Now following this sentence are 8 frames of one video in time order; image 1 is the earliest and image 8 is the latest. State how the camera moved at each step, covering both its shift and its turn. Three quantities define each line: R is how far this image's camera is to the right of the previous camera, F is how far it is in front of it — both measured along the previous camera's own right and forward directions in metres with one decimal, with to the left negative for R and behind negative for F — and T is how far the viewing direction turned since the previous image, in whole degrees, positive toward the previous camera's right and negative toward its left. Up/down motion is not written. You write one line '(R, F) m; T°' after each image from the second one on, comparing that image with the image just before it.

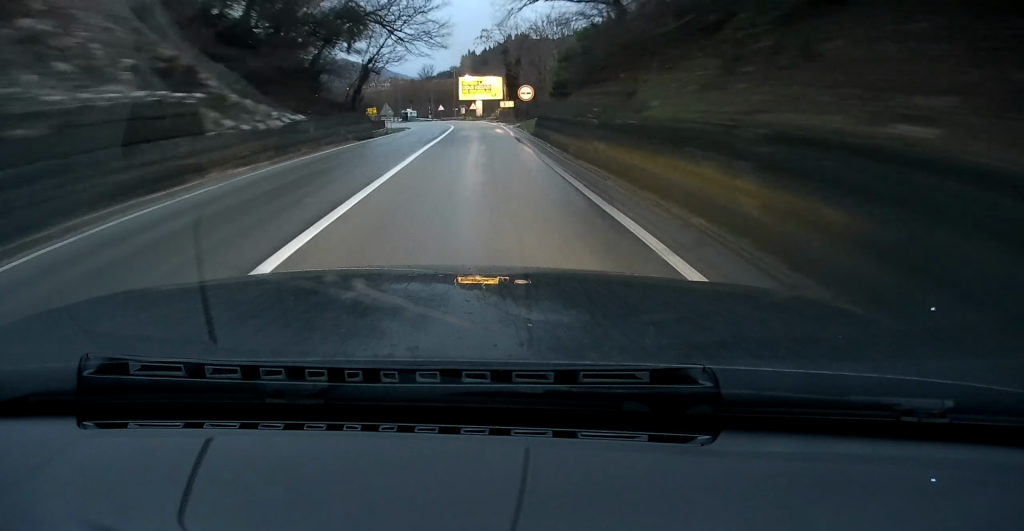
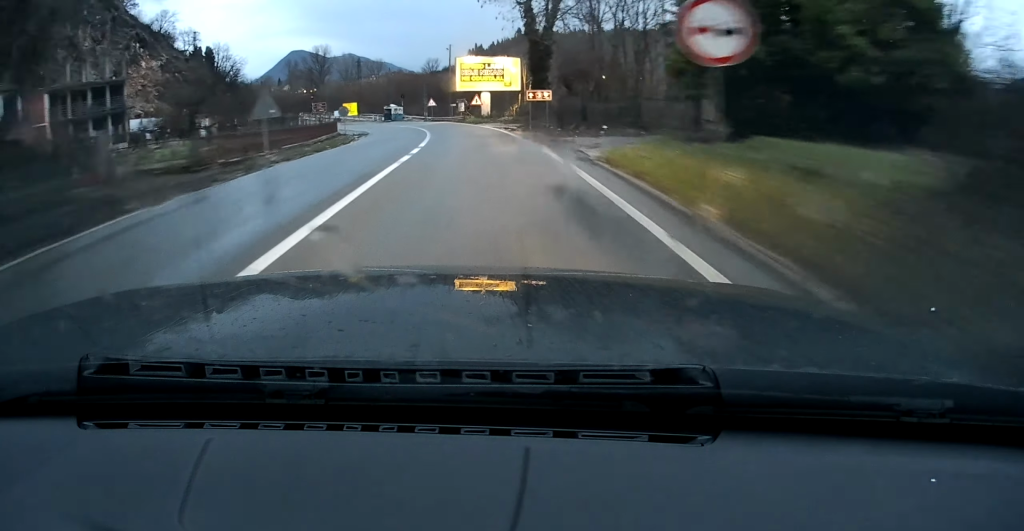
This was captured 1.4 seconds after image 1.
(+0.7, +30.2) m; -1°
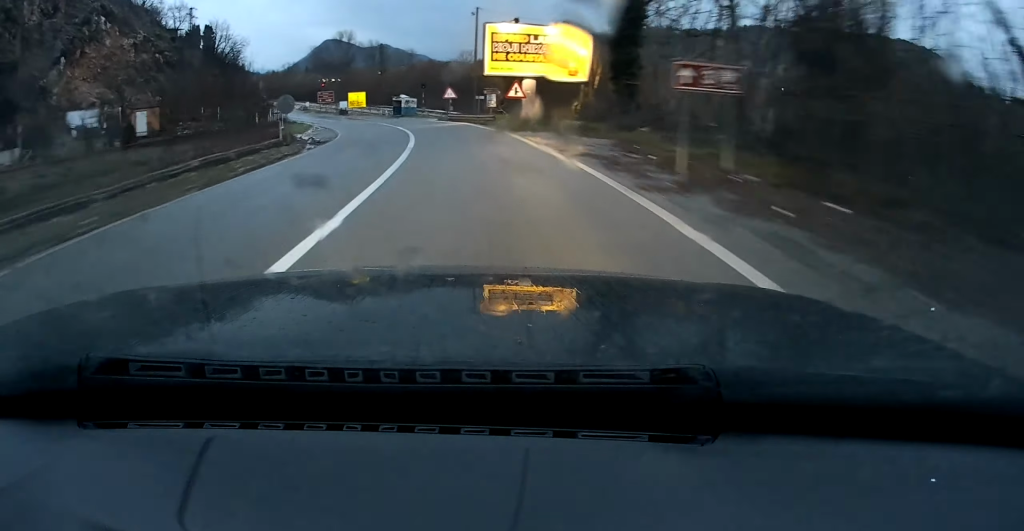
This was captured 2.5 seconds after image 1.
(-1.0, +22.8) m; -5°
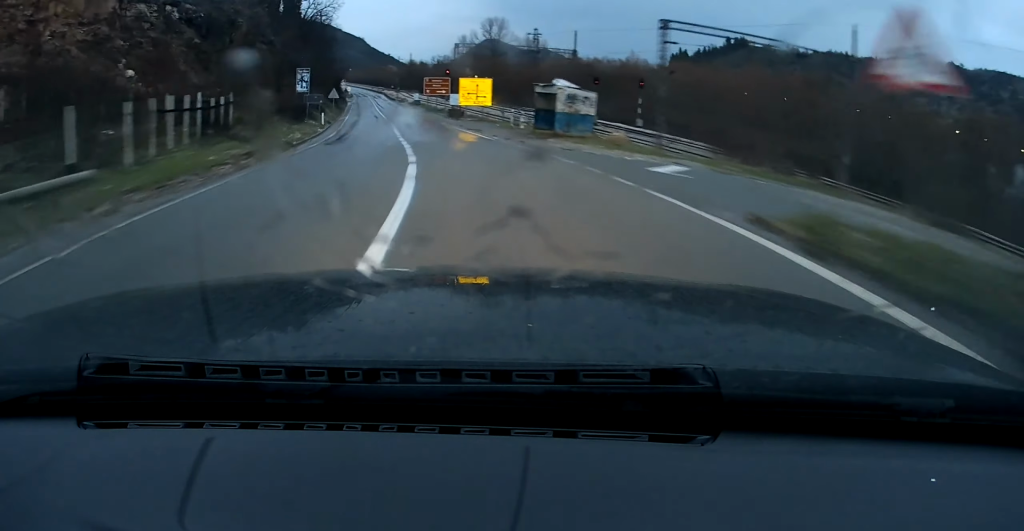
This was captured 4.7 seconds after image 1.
(-4.2, +46.7) m; -11°
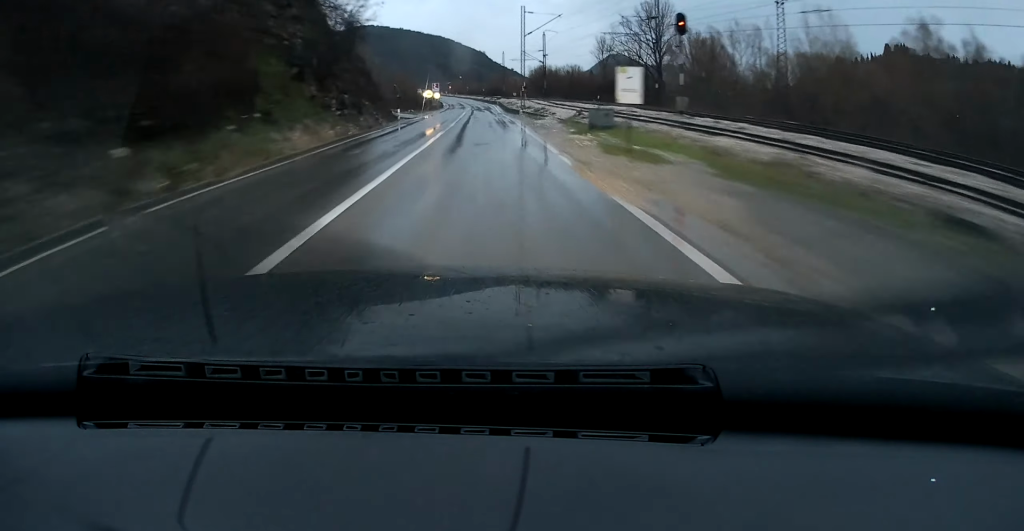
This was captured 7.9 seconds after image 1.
(-8.6, +72.0) m; -10°
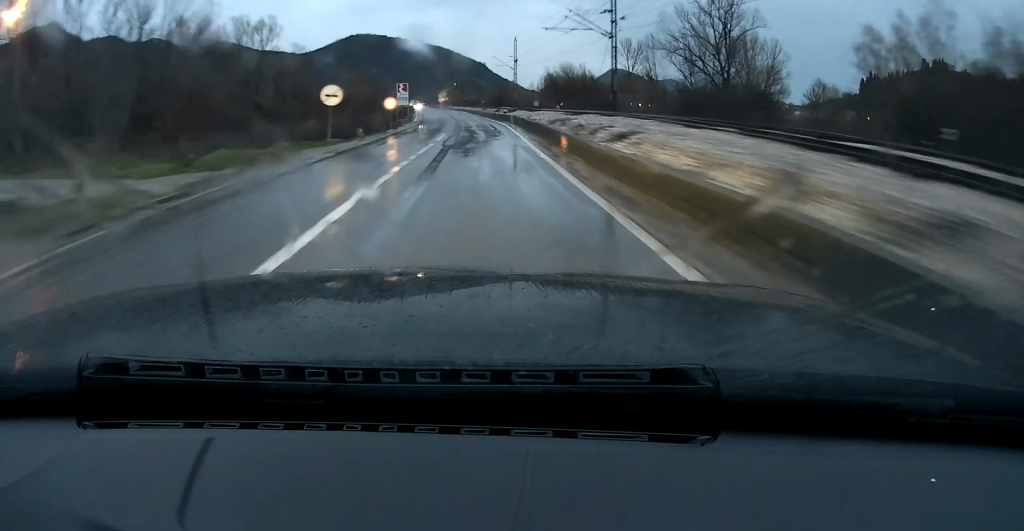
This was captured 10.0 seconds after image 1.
(-0.6, +50.5) m; -2°
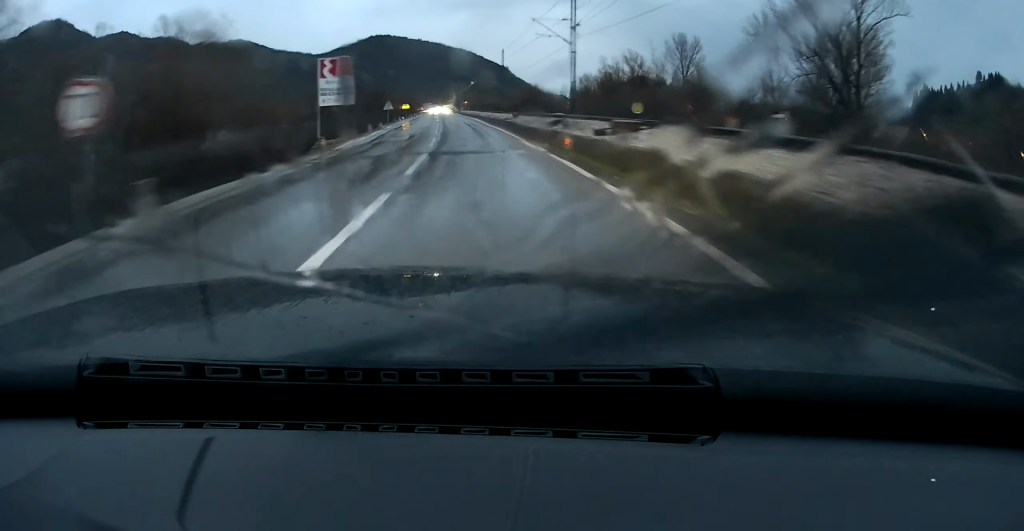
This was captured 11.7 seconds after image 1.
(-0.4, +41.8) m; -2°
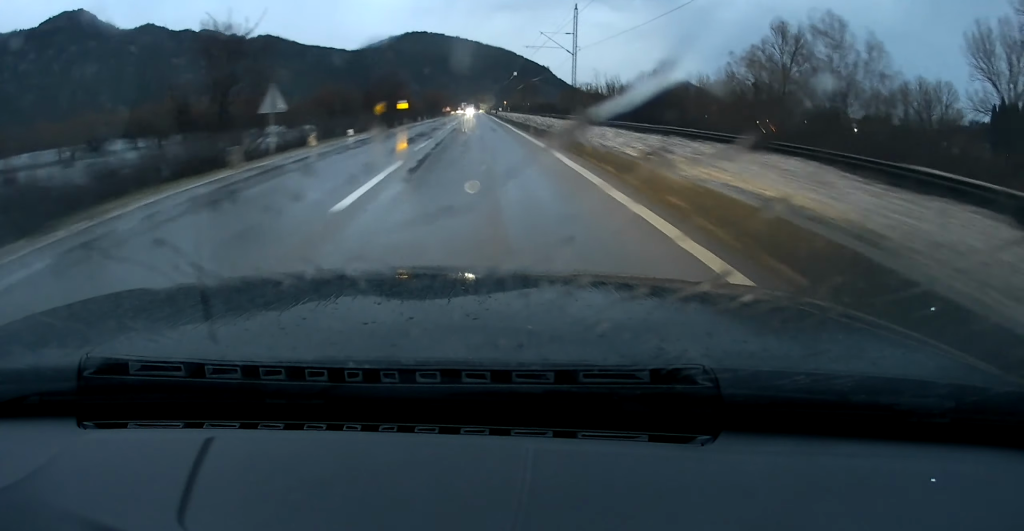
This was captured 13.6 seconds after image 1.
(-0.8, +46.5) m; -2°
